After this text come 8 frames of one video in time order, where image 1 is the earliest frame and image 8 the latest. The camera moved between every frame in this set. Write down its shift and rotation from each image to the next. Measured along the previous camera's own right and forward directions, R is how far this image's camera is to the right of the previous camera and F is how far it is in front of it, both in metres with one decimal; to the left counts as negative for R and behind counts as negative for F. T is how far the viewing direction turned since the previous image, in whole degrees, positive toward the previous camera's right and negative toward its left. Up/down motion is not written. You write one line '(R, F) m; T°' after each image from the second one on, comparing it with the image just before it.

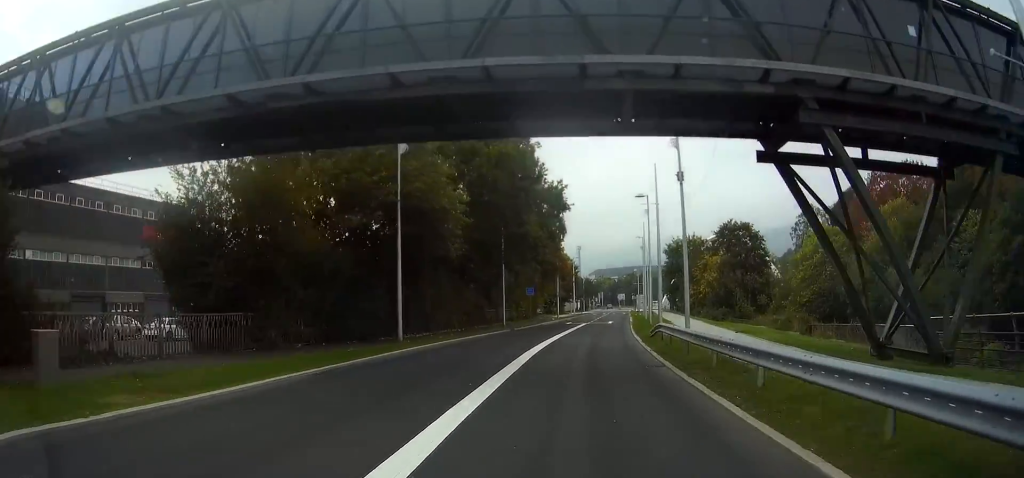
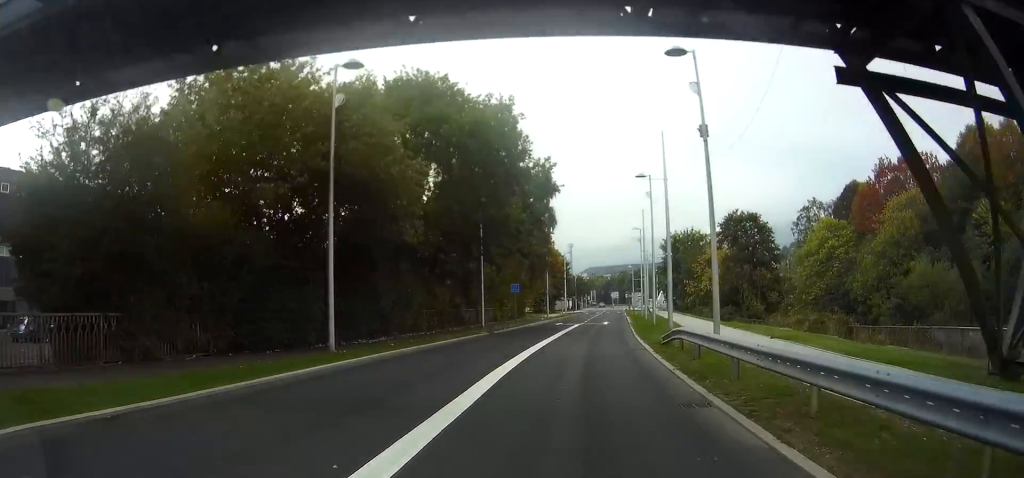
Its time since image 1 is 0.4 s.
(+0.1, +6.3) m; +1°
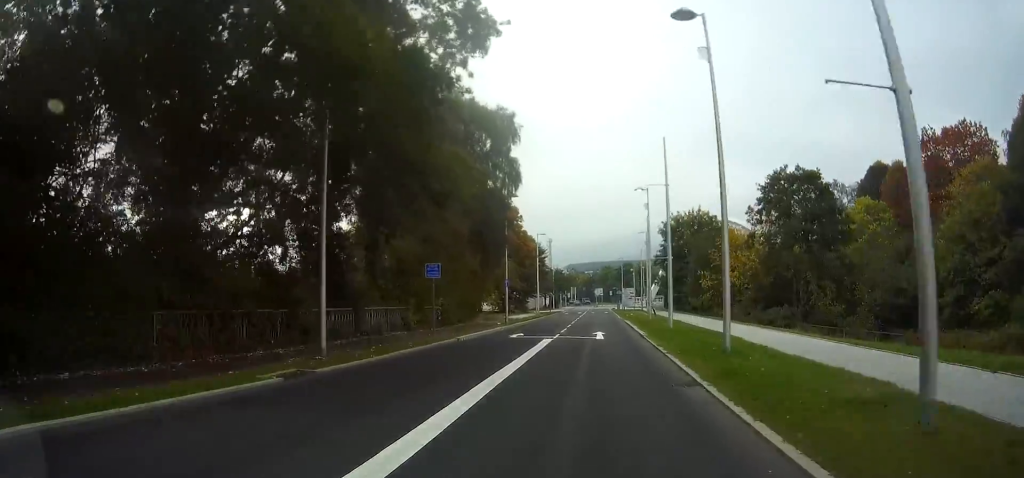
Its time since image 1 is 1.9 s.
(+0.4, +22.1) m; +2°
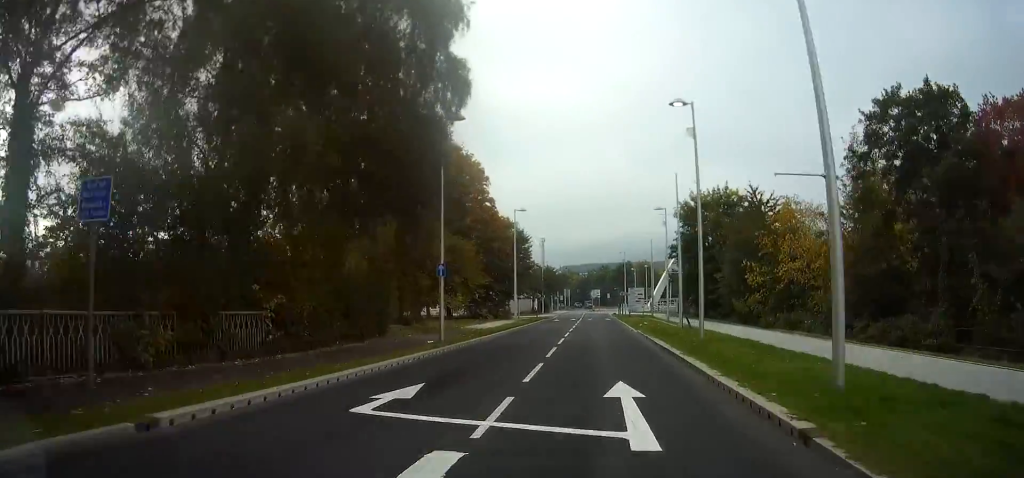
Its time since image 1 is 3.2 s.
(+0.1, +19.6) m; 0°
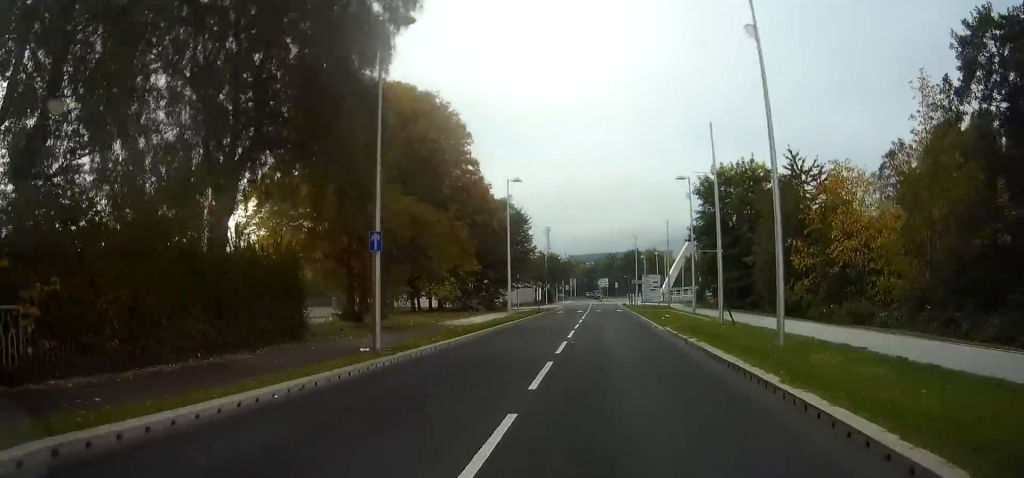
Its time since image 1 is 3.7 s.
(0.0, +8.6) m; 0°
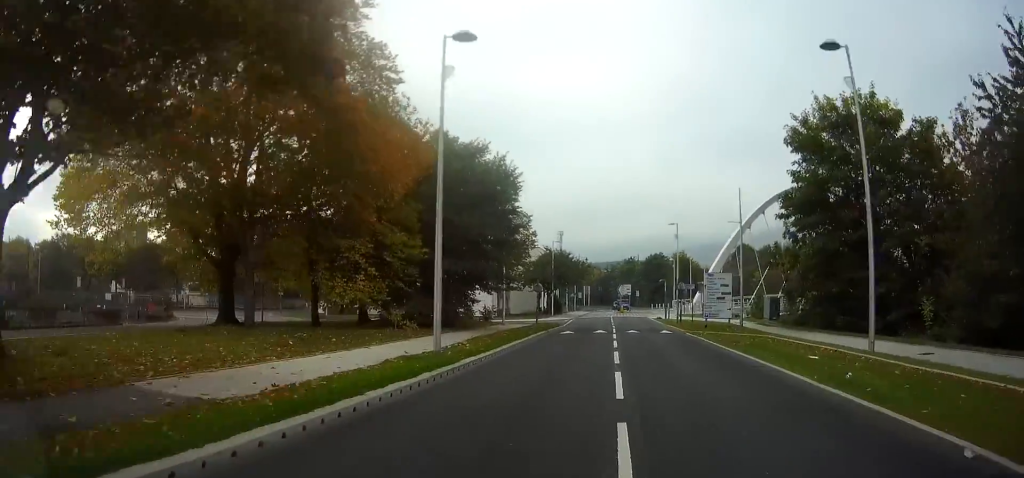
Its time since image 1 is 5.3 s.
(-0.1, +24.0) m; 0°
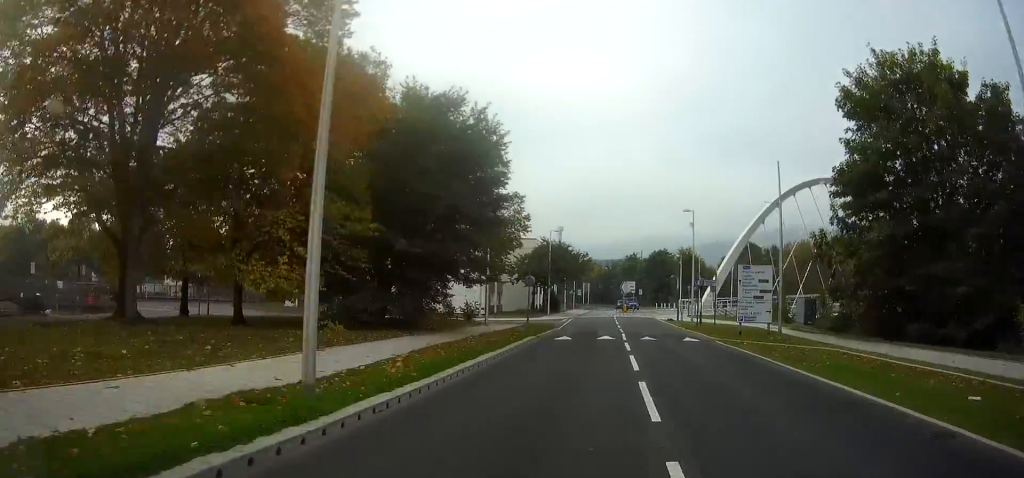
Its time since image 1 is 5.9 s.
(-0.1, +8.0) m; 0°
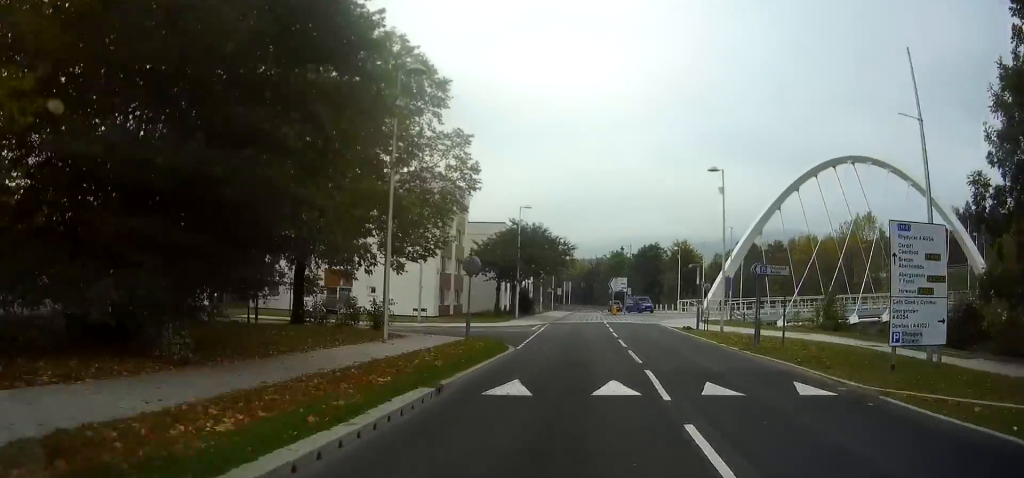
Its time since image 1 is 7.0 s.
(+0.2, +16.1) m; +1°
